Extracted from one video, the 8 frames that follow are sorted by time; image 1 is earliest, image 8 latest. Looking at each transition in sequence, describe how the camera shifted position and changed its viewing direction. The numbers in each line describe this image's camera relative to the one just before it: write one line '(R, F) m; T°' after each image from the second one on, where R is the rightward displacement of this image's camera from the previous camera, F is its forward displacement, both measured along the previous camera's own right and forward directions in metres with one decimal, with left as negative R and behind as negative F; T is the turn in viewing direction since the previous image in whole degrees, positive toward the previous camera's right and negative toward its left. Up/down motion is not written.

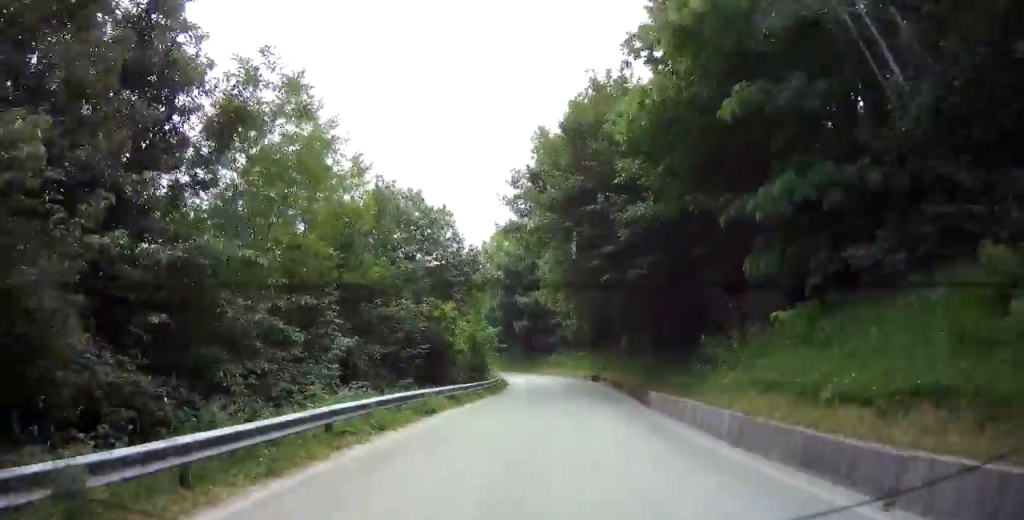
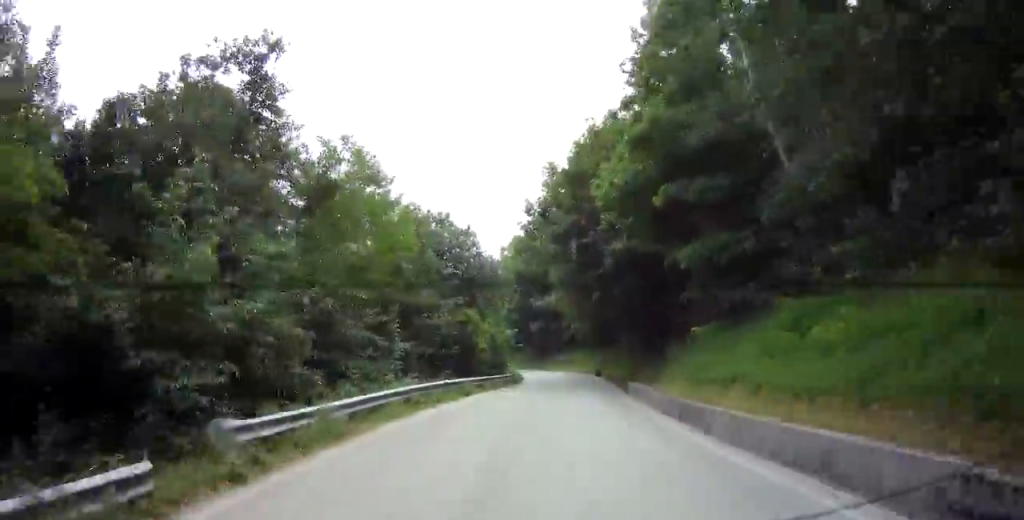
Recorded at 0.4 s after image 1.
(-0.1, +5.4) m; 0°
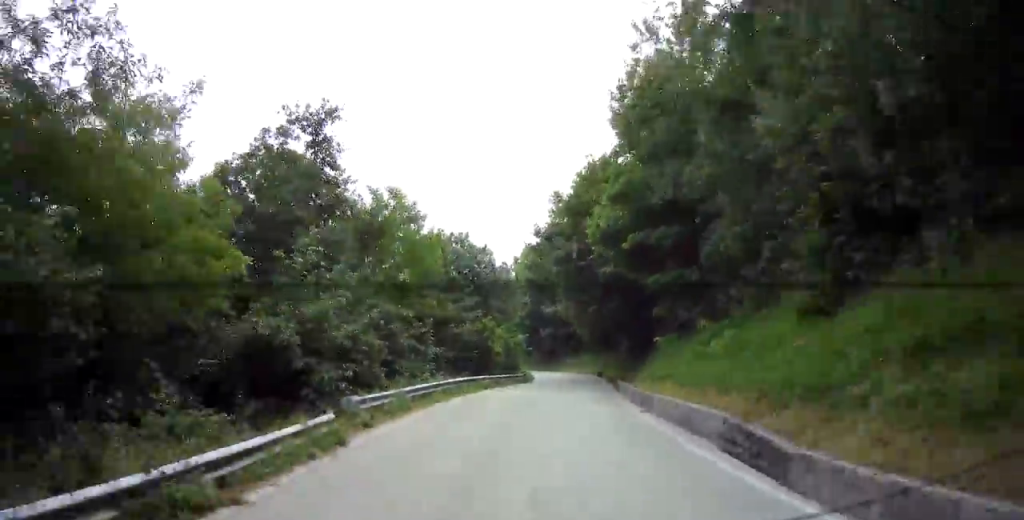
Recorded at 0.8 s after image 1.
(-0.1, +5.1) m; 0°
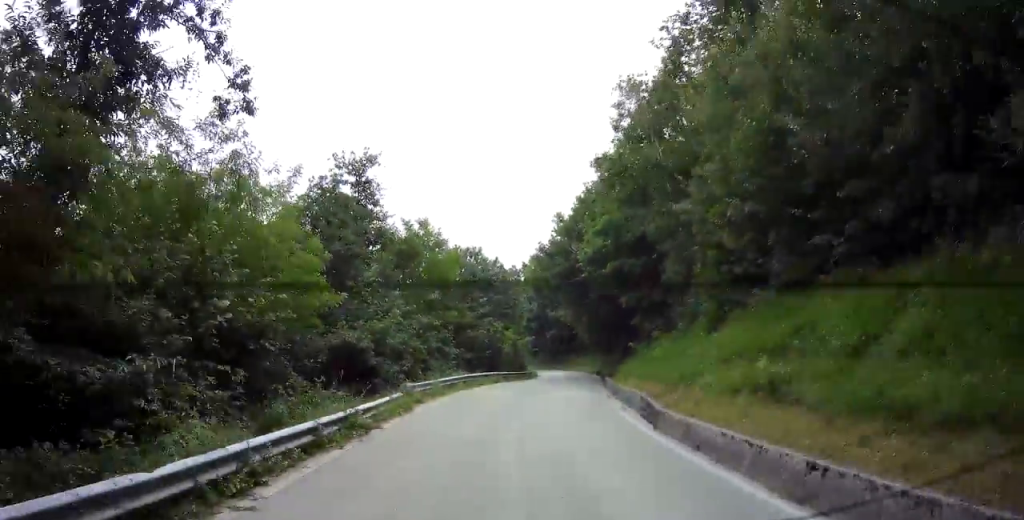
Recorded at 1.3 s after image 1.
(0.0, +5.6) m; +1°
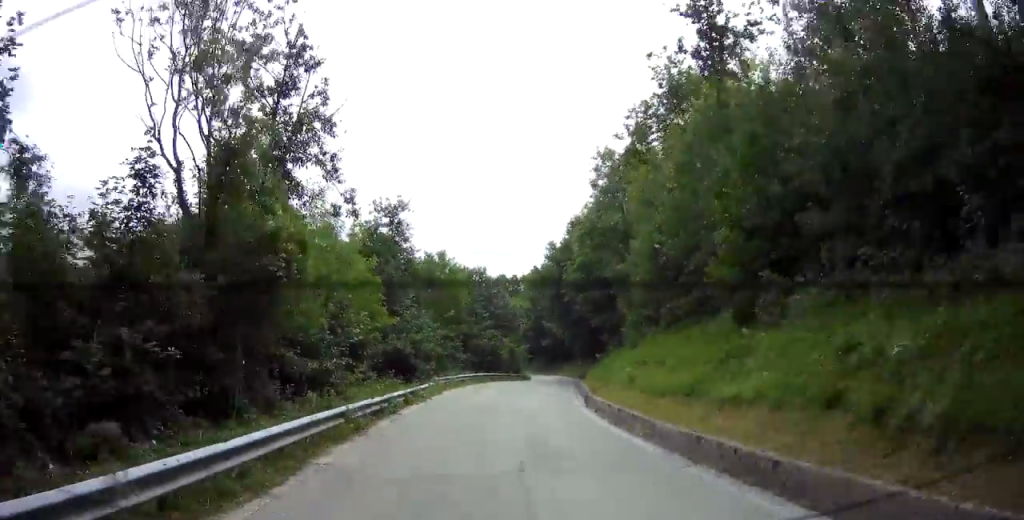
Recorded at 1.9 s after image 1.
(+0.1, +8.3) m; +3°
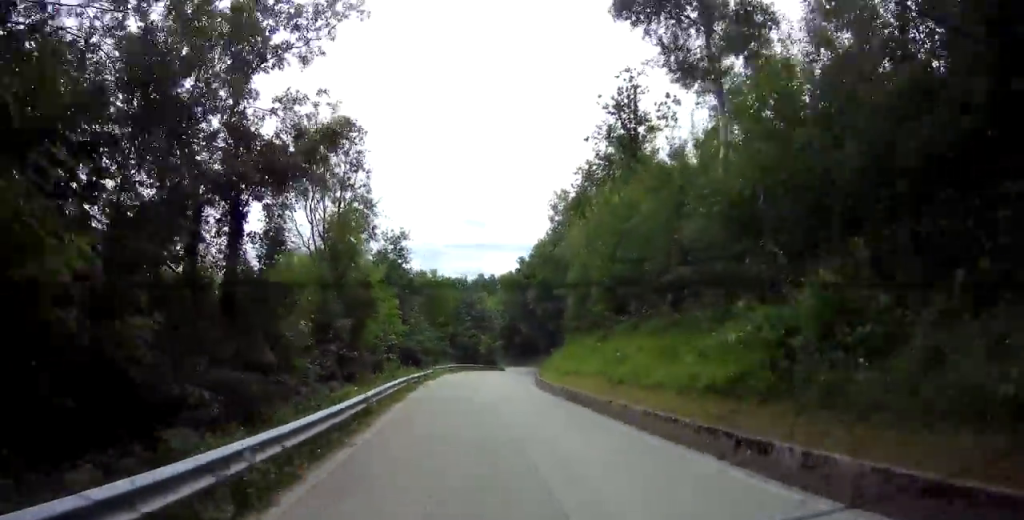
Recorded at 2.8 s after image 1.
(+0.5, +10.9) m; +5°
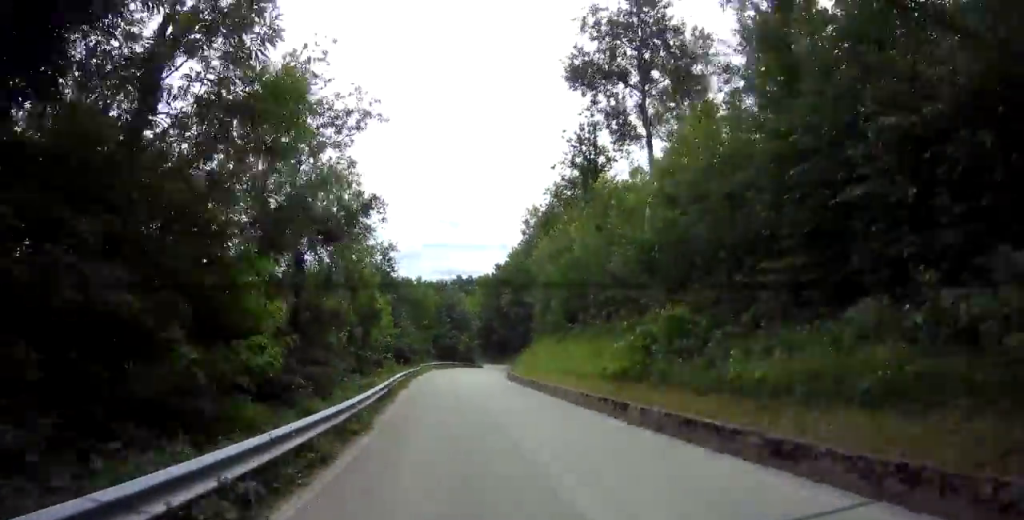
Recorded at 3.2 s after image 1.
(0.0, +5.4) m; +2°
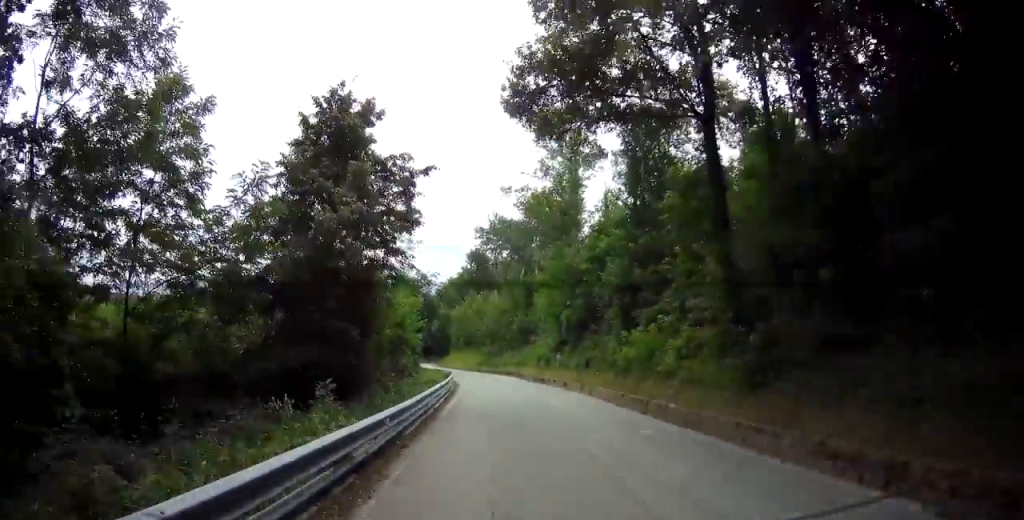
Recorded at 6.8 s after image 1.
(+4.9, +45.4) m; +8°
